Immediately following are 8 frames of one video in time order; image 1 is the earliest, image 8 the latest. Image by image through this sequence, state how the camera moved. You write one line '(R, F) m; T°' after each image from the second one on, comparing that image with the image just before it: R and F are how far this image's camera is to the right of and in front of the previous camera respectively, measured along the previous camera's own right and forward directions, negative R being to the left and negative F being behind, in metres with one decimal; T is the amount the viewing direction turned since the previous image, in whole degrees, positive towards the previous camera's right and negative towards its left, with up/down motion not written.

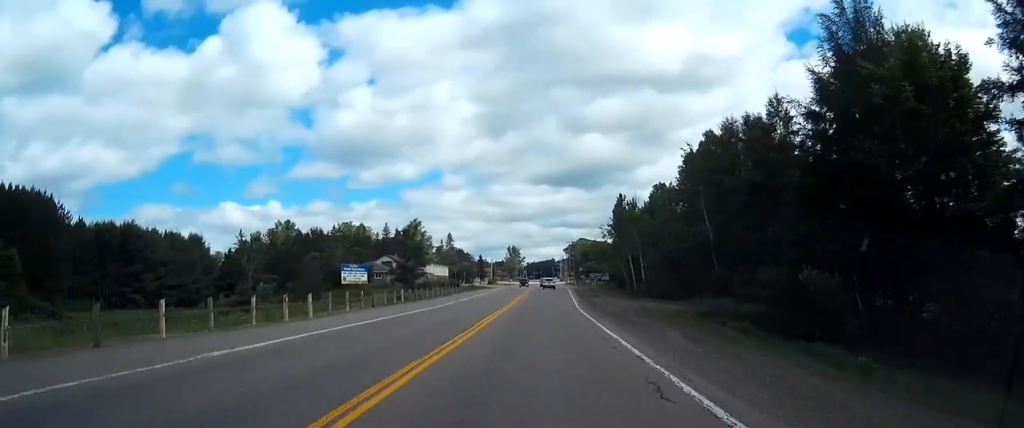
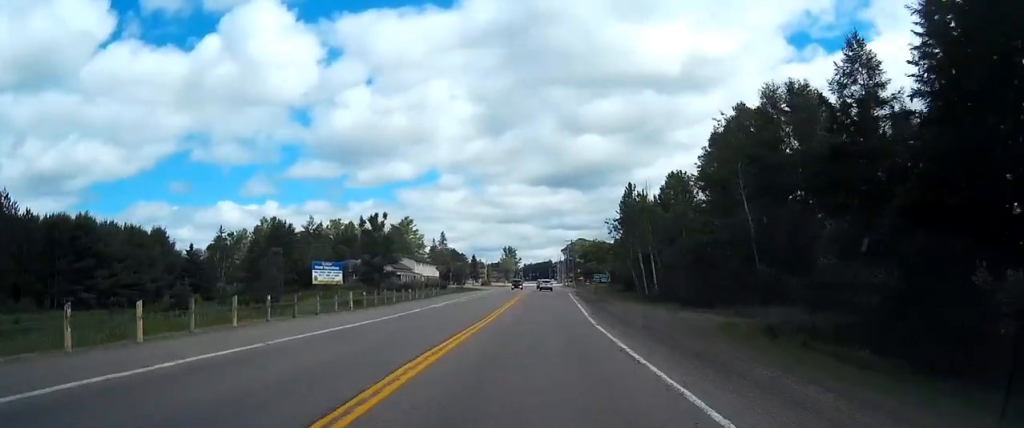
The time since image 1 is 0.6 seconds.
(0.0, +13.9) m; +1°
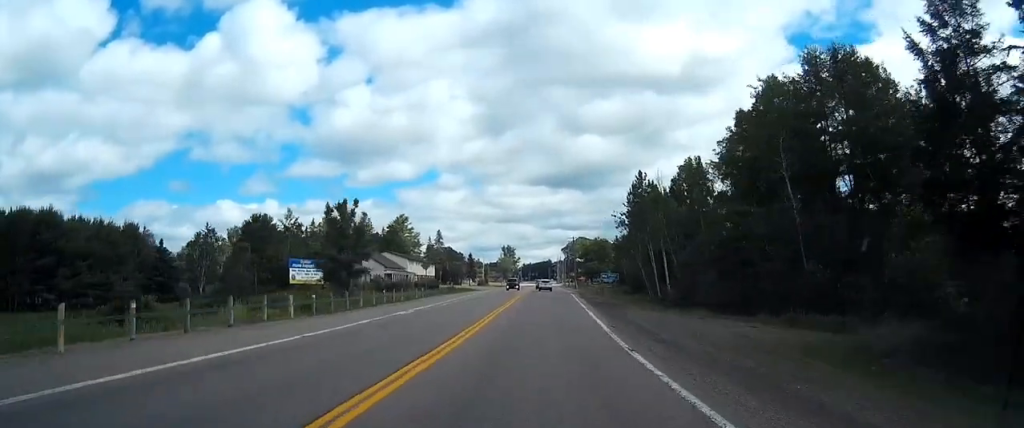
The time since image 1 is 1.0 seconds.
(+0.2, +9.8) m; 0°
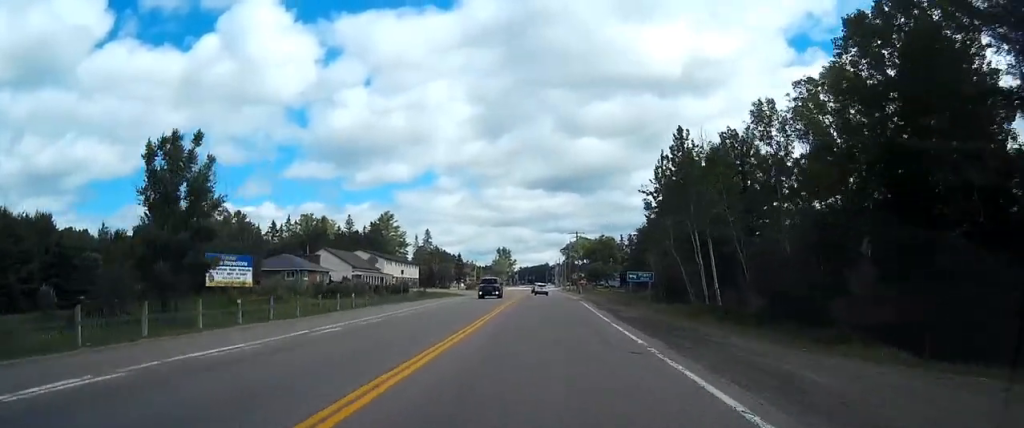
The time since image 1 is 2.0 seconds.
(+0.2, +24.9) m; 0°
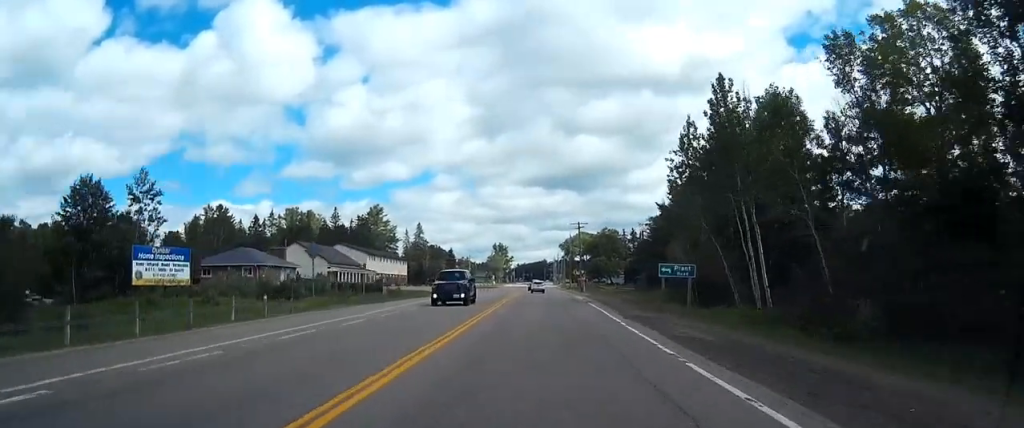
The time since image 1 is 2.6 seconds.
(0.0, +14.3) m; 0°
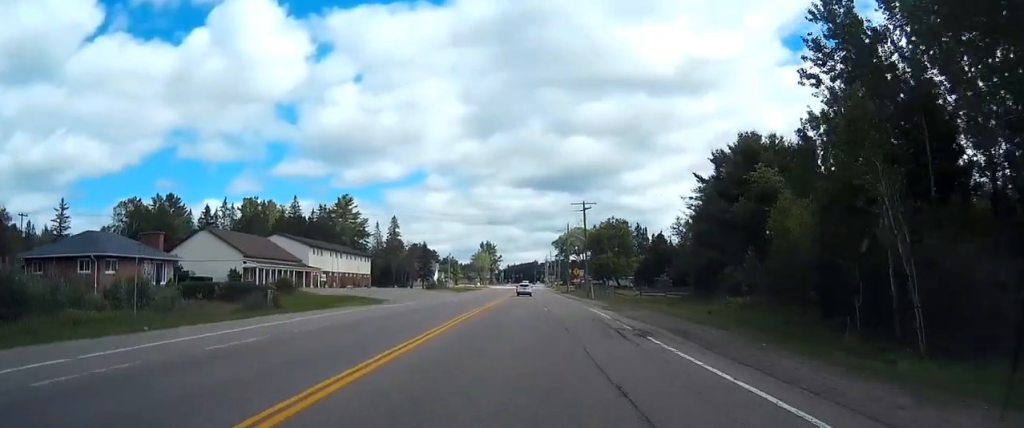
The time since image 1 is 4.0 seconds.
(0.0, +31.8) m; +1°
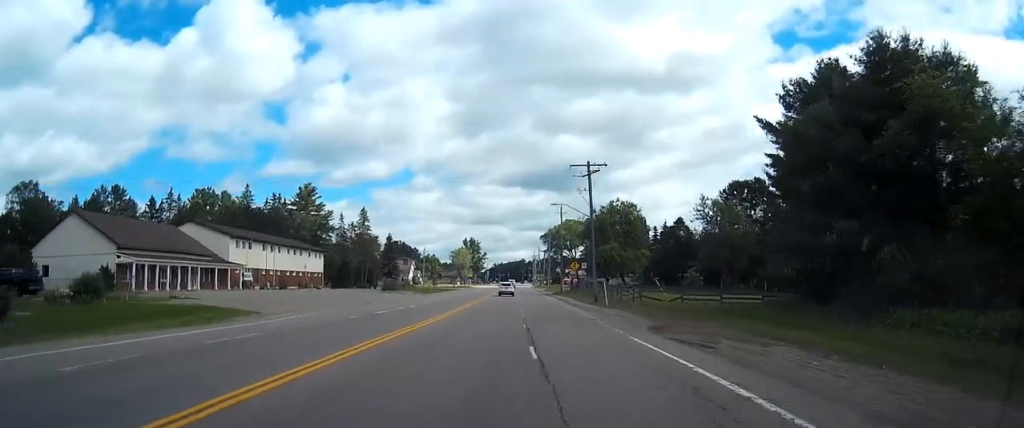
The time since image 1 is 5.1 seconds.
(+0.2, +26.5) m; +1°
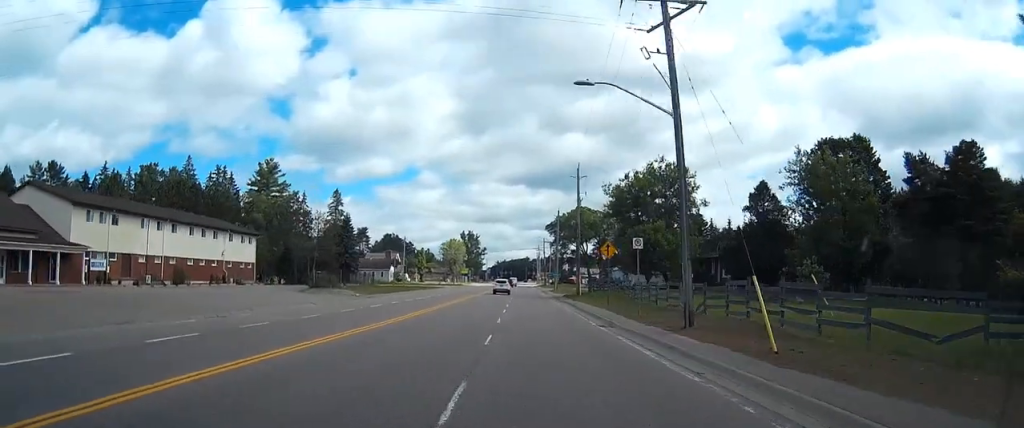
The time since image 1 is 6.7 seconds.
(+0.1, +34.1) m; 0°
